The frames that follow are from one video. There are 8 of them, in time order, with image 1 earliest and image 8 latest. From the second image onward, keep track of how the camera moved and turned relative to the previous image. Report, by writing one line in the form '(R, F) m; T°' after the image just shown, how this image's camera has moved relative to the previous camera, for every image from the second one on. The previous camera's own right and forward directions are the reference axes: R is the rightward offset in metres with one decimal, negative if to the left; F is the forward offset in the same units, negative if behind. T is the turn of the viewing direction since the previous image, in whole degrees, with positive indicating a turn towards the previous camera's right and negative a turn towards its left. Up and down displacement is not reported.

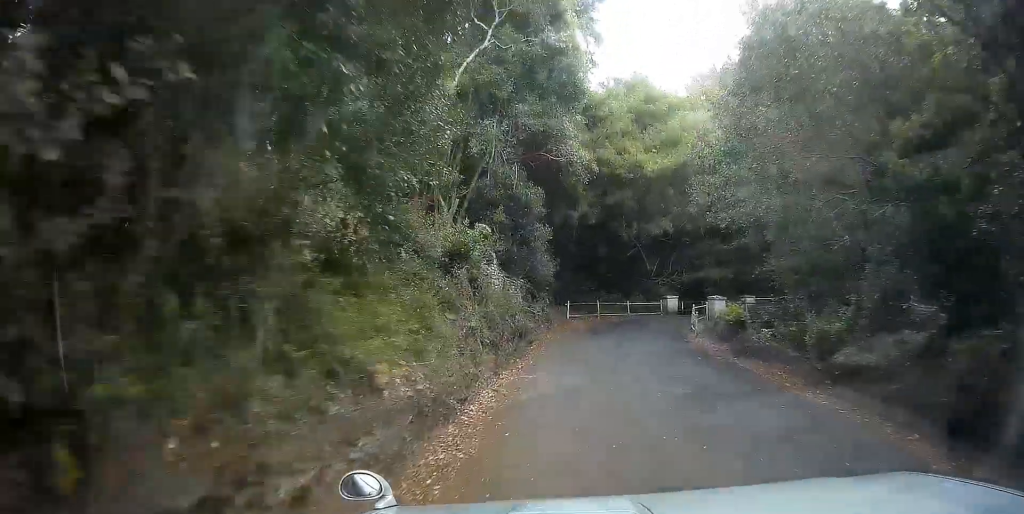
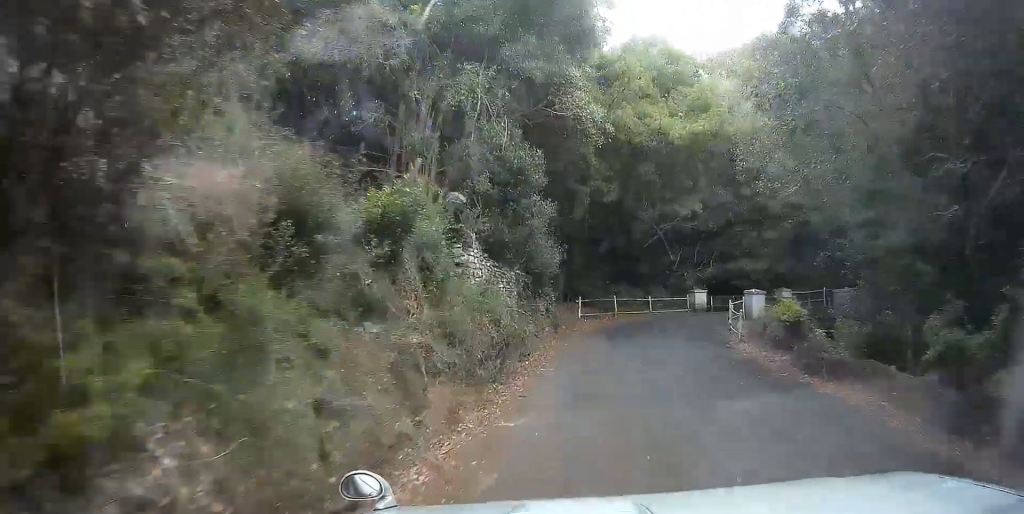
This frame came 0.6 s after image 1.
(+0.1, +4.2) m; +2°
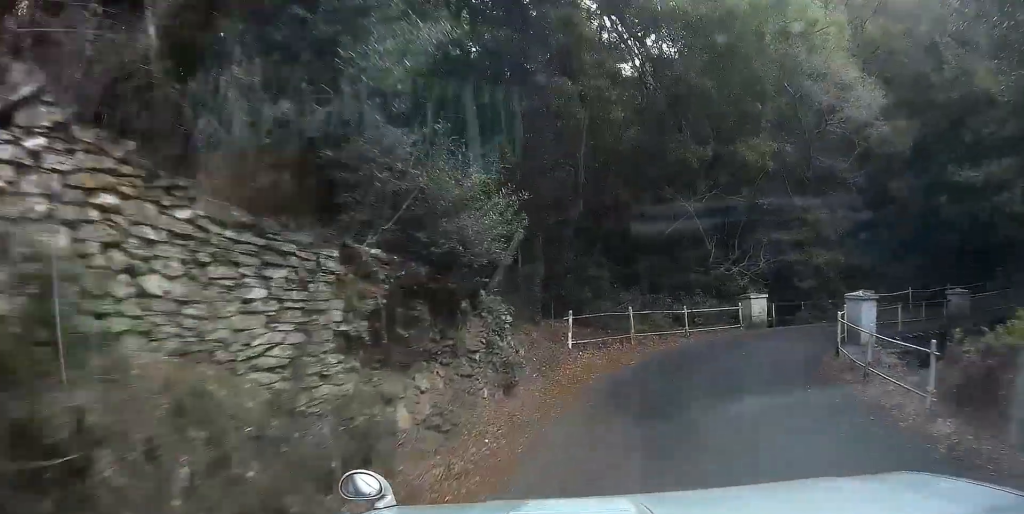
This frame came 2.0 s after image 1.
(+0.3, +9.9) m; +3°
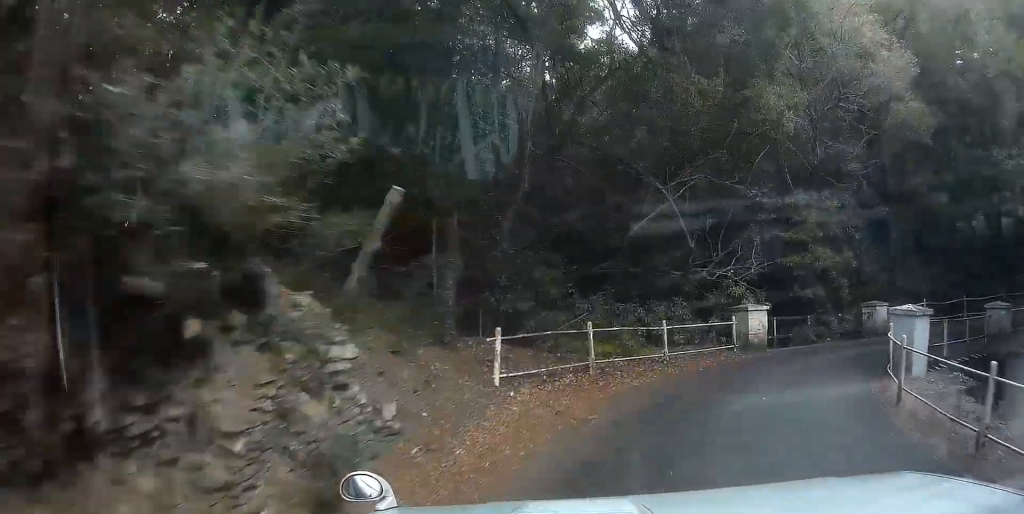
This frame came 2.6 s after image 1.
(+0.1, +4.4) m; +4°
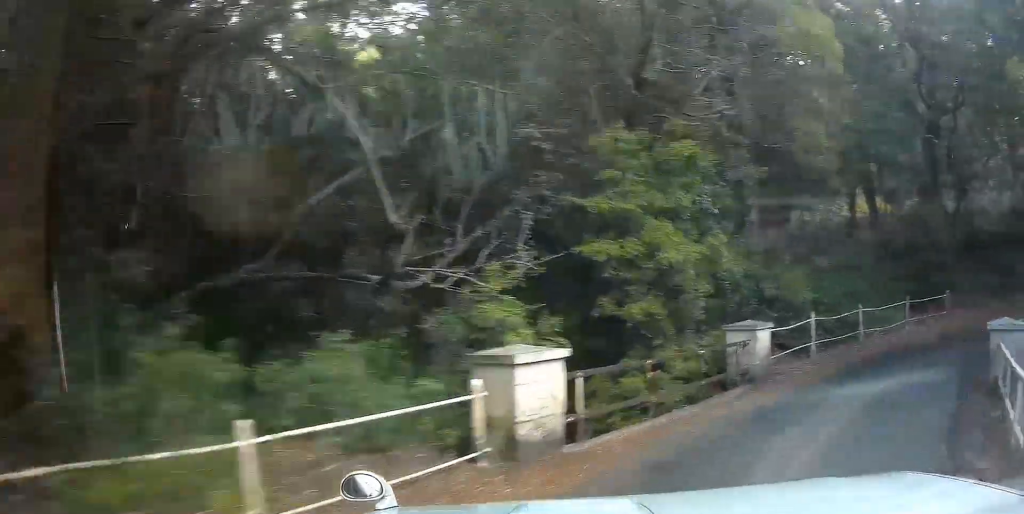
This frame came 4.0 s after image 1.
(+0.8, +8.3) m; +13°
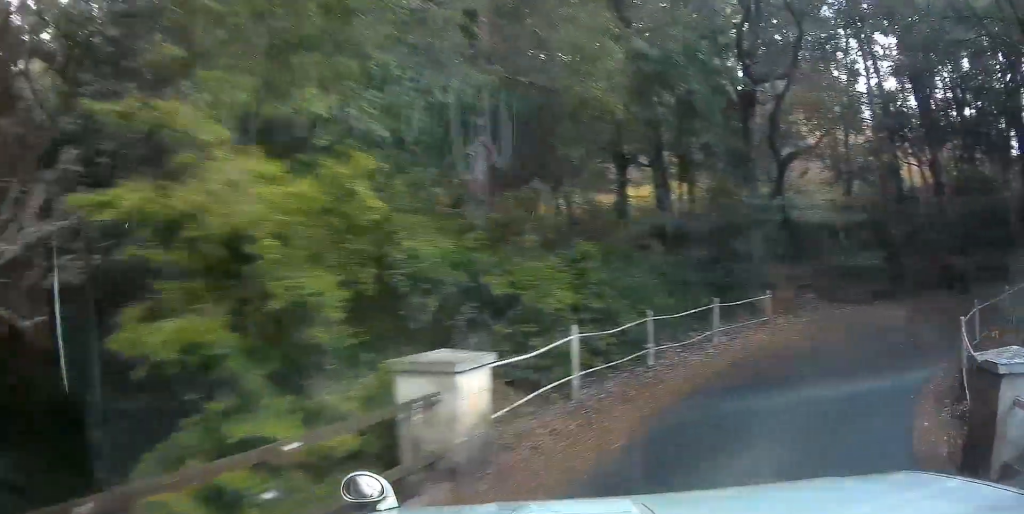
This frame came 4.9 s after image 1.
(+0.5, +5.7) m; +7°
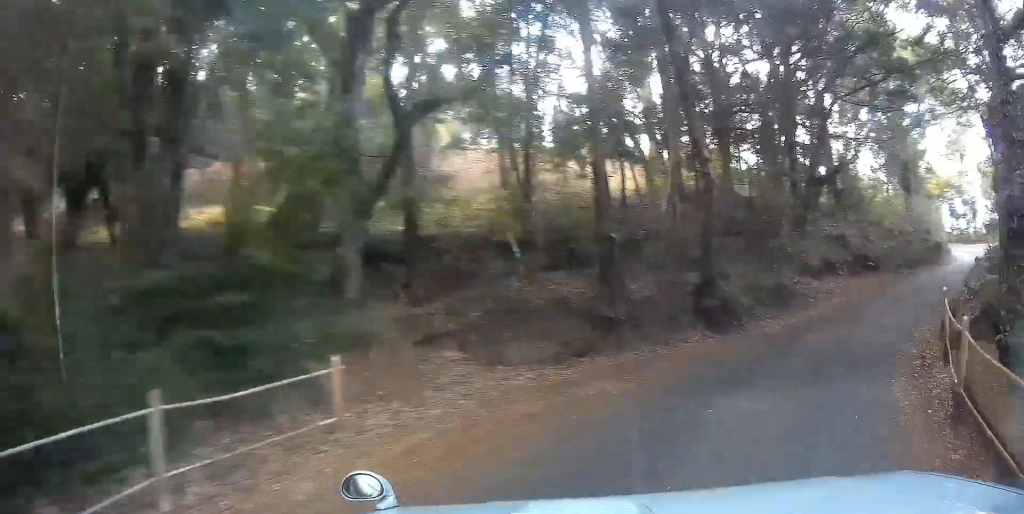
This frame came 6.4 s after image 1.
(+0.5, +8.6) m; +13°
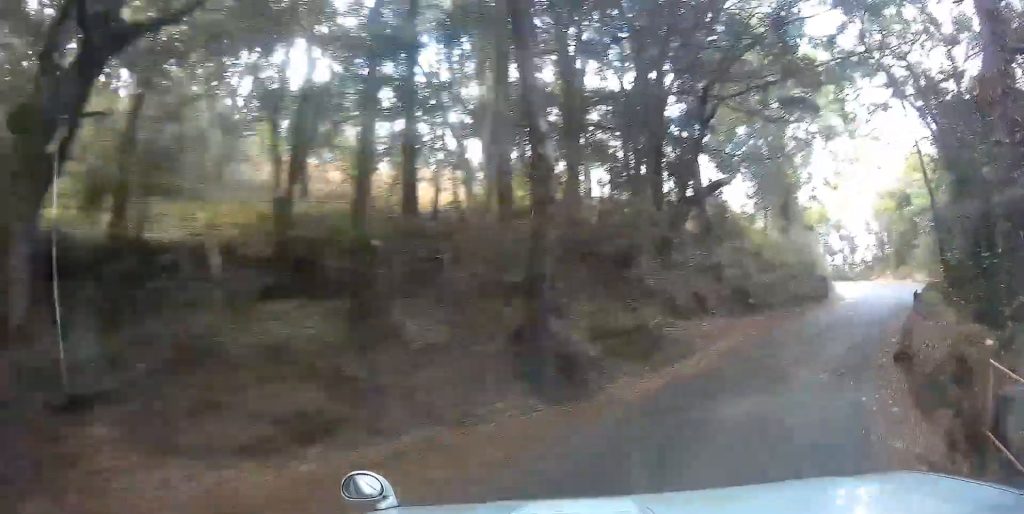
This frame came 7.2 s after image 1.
(-0.1, +4.0) m; +20°
